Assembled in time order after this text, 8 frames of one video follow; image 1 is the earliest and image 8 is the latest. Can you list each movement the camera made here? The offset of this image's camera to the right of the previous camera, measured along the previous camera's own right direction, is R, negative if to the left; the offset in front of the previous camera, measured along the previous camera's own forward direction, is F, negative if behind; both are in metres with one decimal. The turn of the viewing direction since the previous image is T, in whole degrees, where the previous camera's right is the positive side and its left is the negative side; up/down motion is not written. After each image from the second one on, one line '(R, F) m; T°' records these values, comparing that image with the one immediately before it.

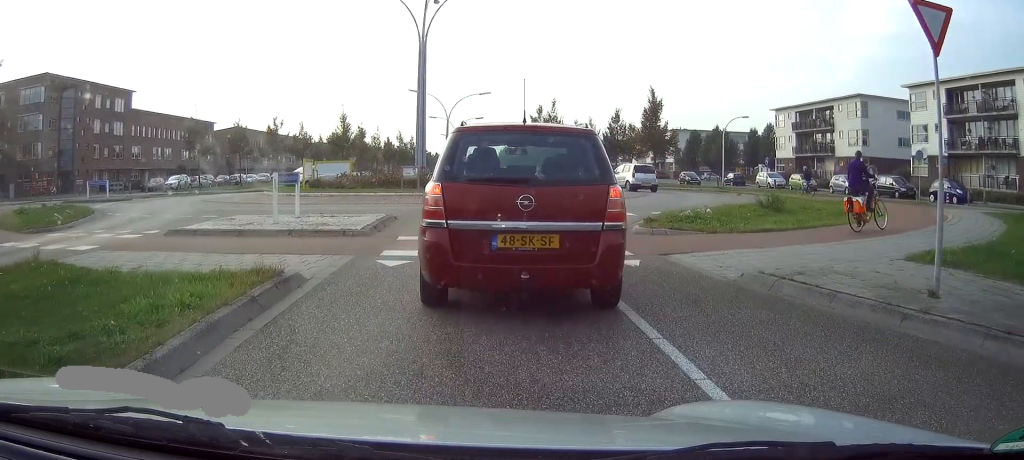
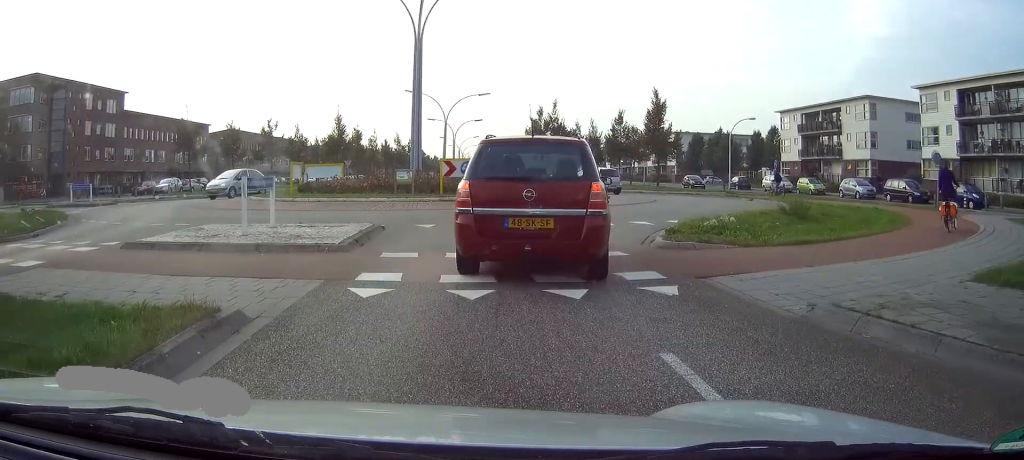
(+0.1, +2.0) m; +7°
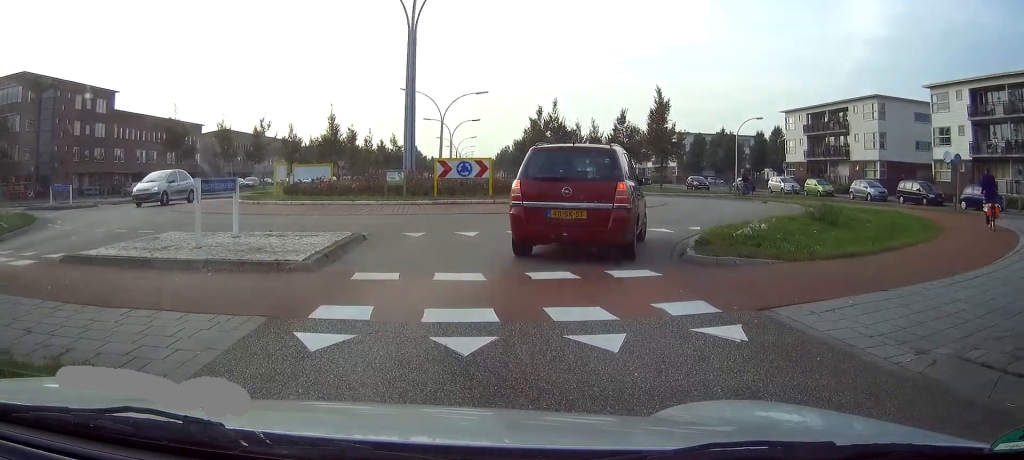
(+0.2, +2.0) m; +5°
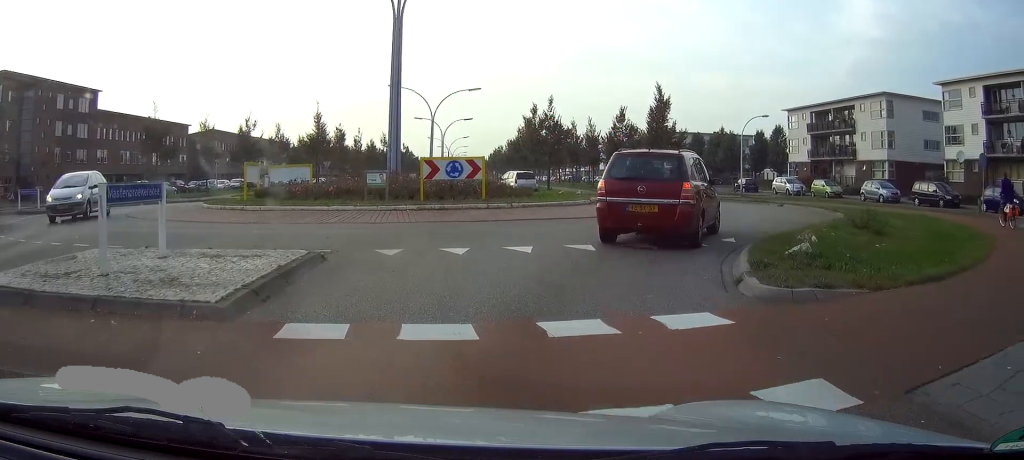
(+0.1, +2.7) m; +2°
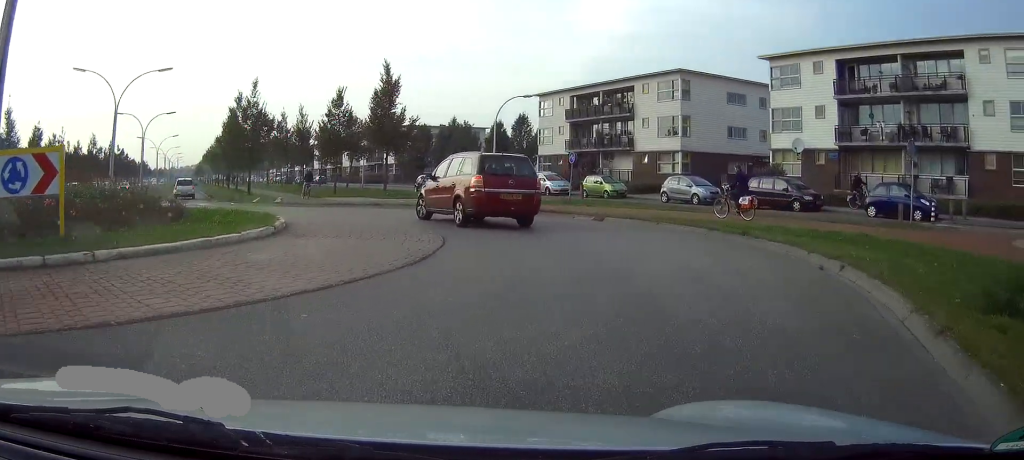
(+1.1, +11.4) m; +17°
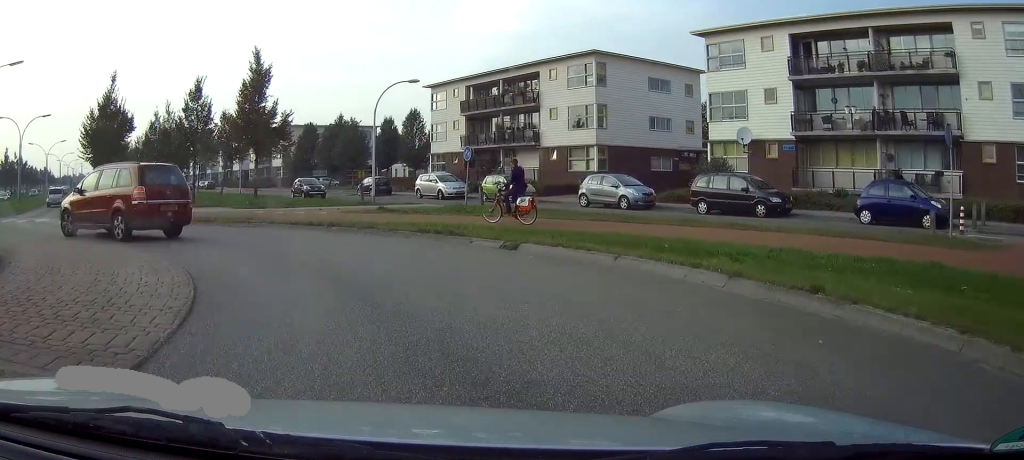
(+0.8, +7.4) m; +2°
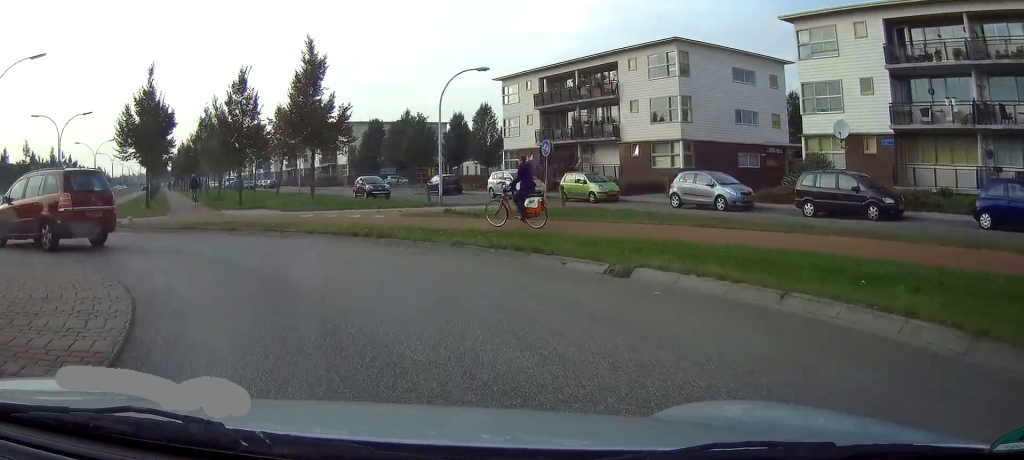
(-0.3, +3.3) m; -8°
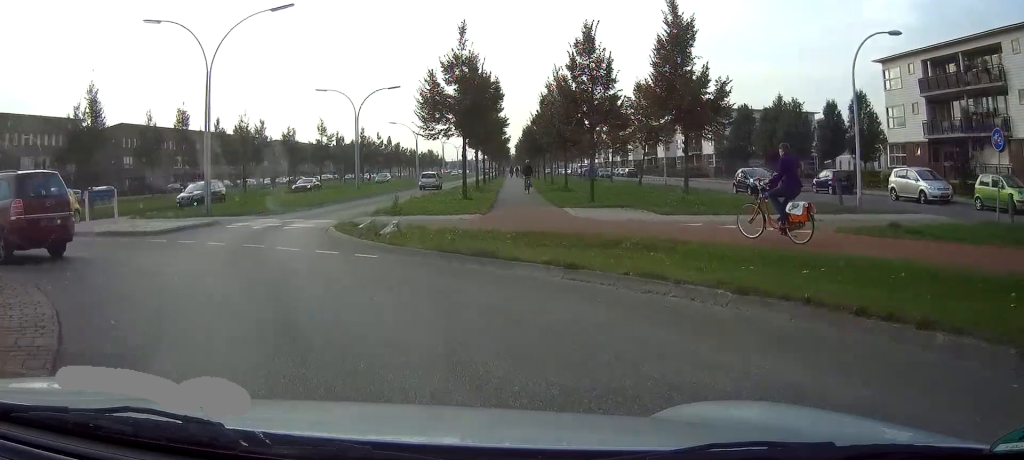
(-1.2, +7.5) m; -21°
